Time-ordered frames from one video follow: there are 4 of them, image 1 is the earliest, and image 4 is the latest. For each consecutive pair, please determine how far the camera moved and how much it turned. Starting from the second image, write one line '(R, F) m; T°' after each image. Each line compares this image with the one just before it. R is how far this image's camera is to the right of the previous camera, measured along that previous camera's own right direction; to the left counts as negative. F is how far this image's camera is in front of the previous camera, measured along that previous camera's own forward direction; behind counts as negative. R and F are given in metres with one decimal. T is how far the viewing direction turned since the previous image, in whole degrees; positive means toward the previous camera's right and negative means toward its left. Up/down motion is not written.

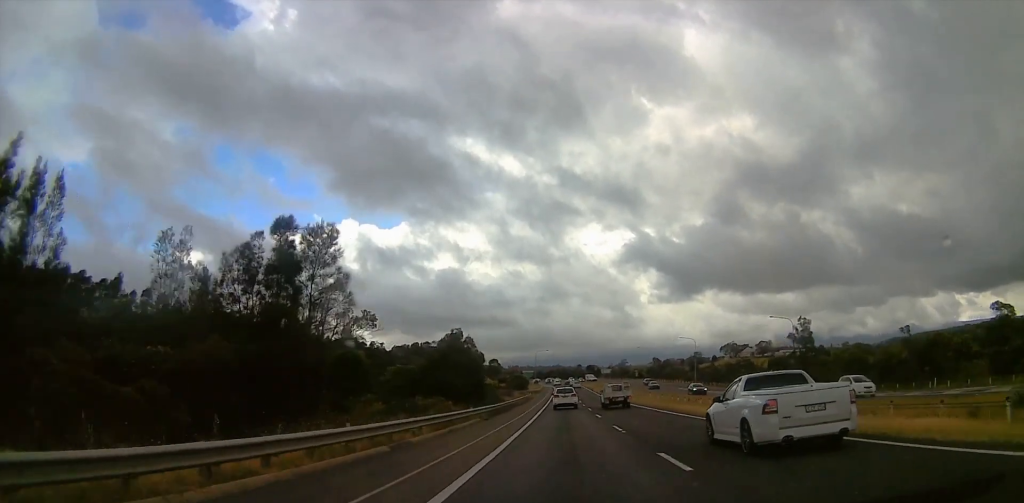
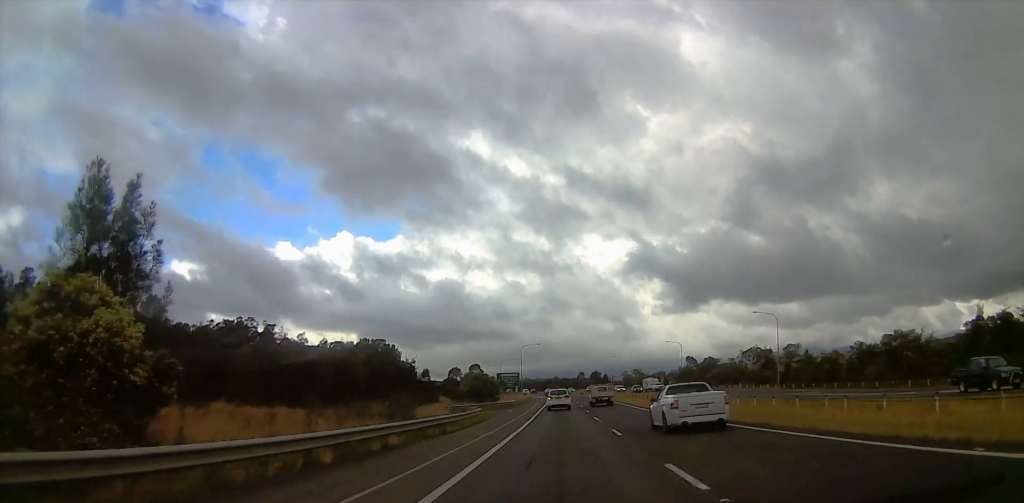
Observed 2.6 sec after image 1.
(-1.7, +62.0) m; -1°
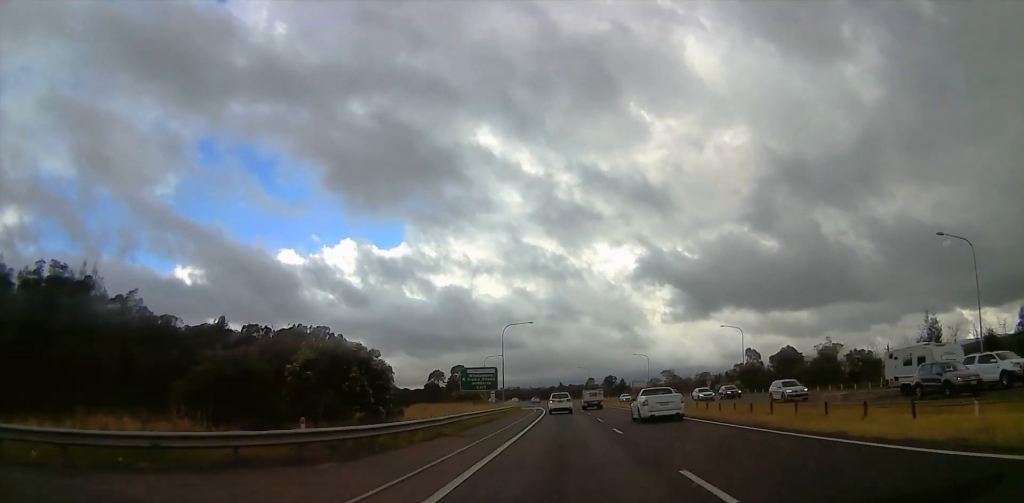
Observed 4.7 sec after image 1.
(+1.8, +49.6) m; +1°
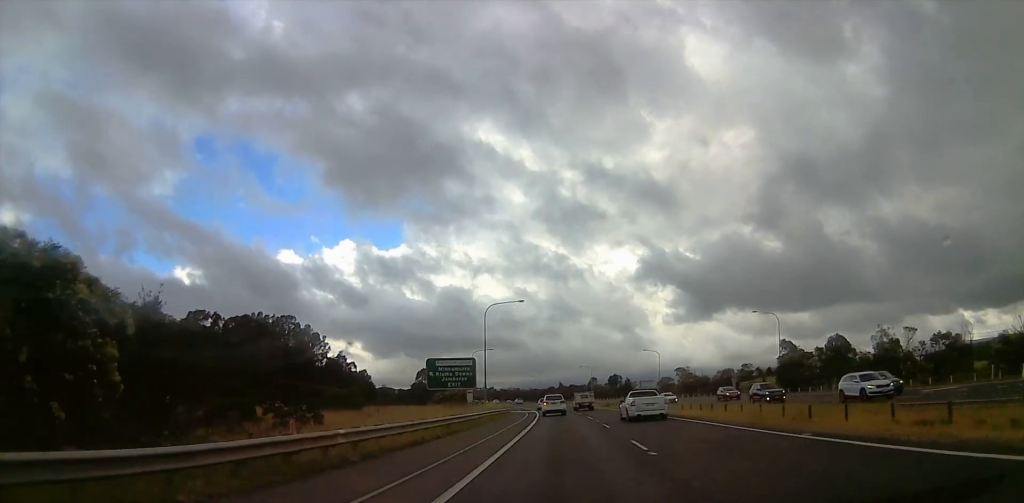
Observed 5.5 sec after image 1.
(-0.9, +18.1) m; -2°
